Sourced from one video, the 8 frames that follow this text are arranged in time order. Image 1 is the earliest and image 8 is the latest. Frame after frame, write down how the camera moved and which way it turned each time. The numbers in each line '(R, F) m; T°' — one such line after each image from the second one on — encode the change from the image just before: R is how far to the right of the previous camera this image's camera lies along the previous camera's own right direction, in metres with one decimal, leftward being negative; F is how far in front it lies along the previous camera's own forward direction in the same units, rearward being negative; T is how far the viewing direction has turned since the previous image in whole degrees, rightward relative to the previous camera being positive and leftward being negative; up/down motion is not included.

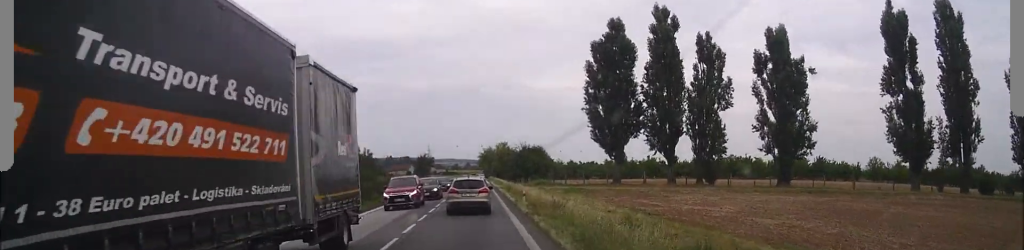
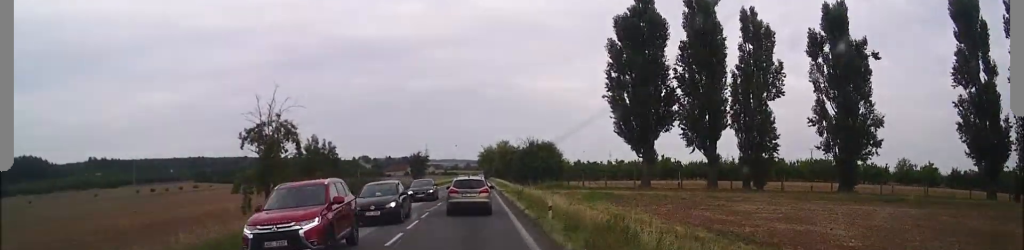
(+0.1, +12.5) m; 0°
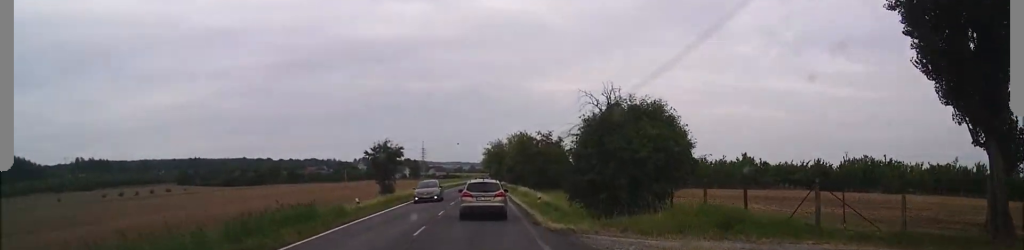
(0.0, +42.5) m; -1°
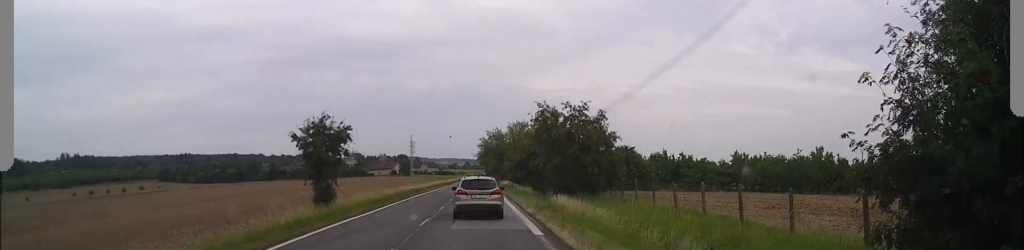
(+0.1, +25.4) m; +2°
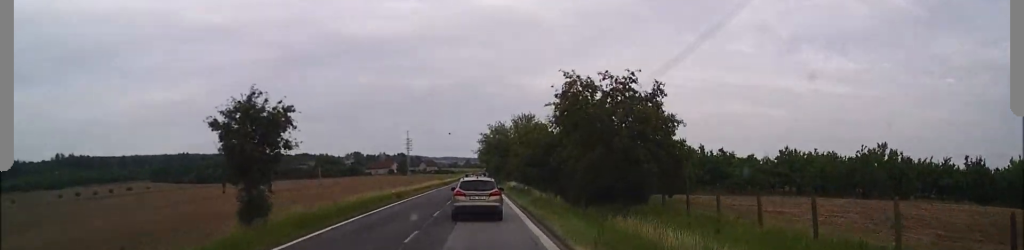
(+0.1, +13.2) m; 0°
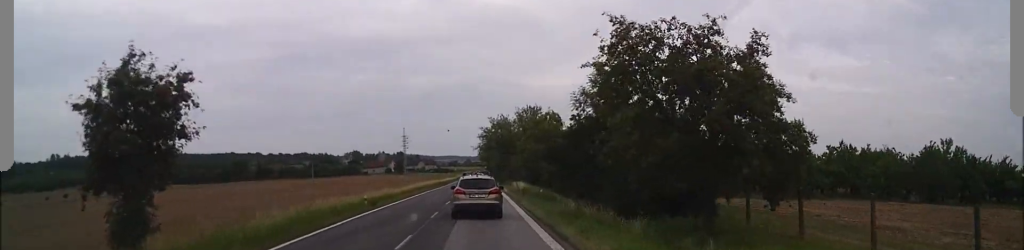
(0.0, +10.7) m; -1°
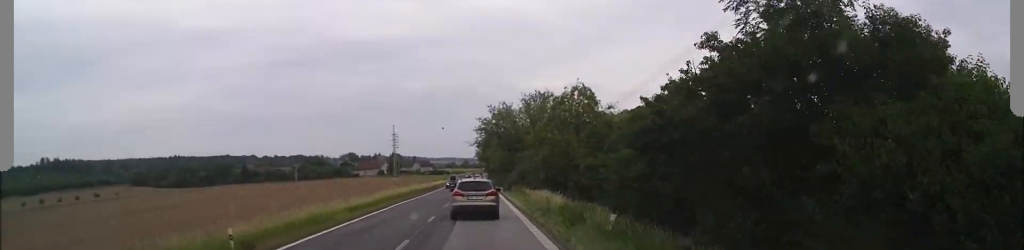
(-0.3, +18.4) m; -3°
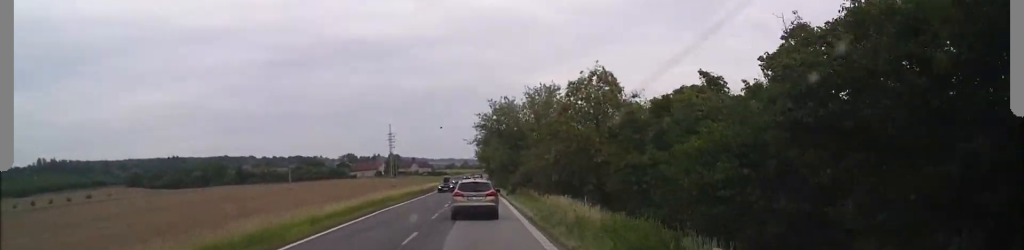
(0.0, +6.7) m; -2°
